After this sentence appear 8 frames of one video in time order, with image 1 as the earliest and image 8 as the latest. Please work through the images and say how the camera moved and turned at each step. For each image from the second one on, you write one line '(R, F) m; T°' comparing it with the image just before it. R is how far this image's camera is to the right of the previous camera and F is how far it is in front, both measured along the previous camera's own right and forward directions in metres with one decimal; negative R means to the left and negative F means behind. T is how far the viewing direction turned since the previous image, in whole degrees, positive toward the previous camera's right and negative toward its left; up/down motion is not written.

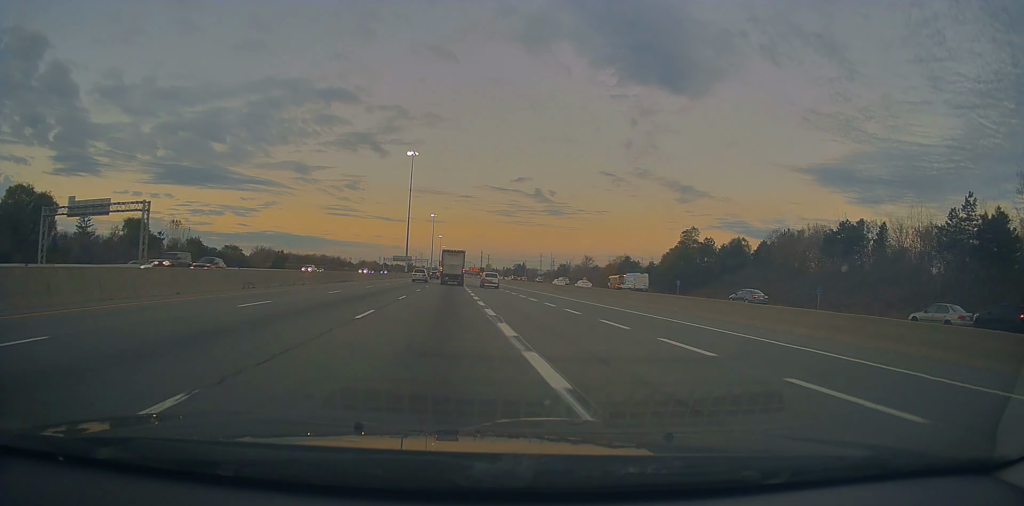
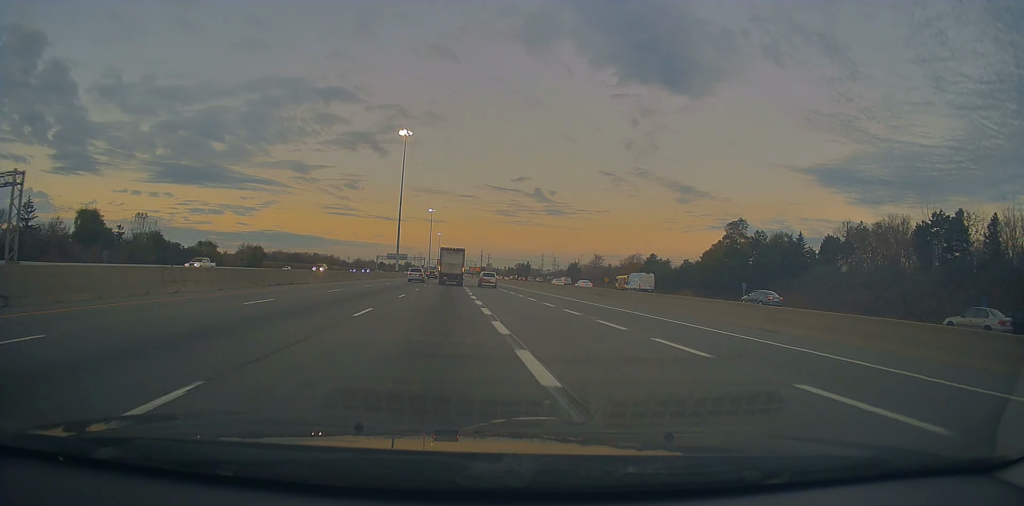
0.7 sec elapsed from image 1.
(0.0, +23.8) m; 0°
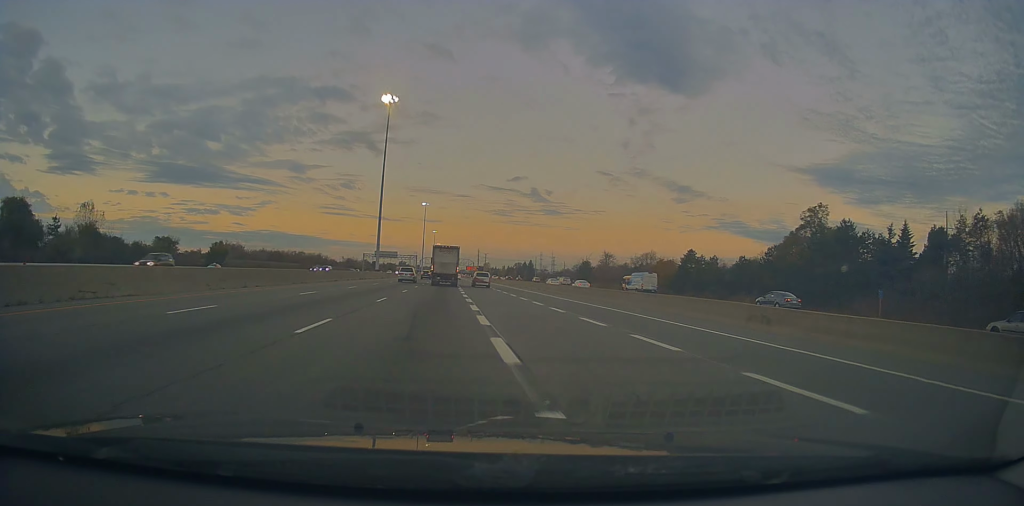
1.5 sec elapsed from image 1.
(0.0, +28.4) m; 0°
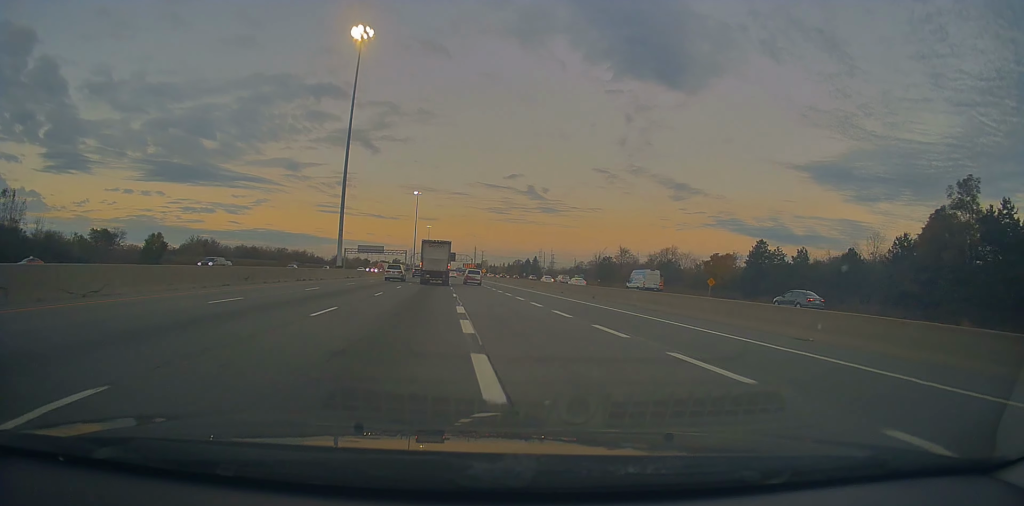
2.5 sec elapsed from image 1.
(+0.1, +32.8) m; +1°
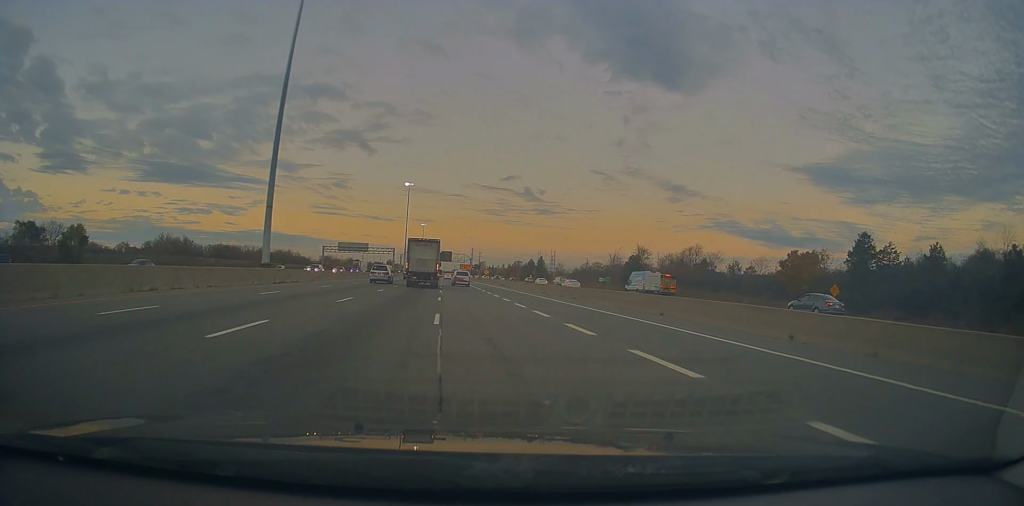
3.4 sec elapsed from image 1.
(+0.3, +29.2) m; 0°
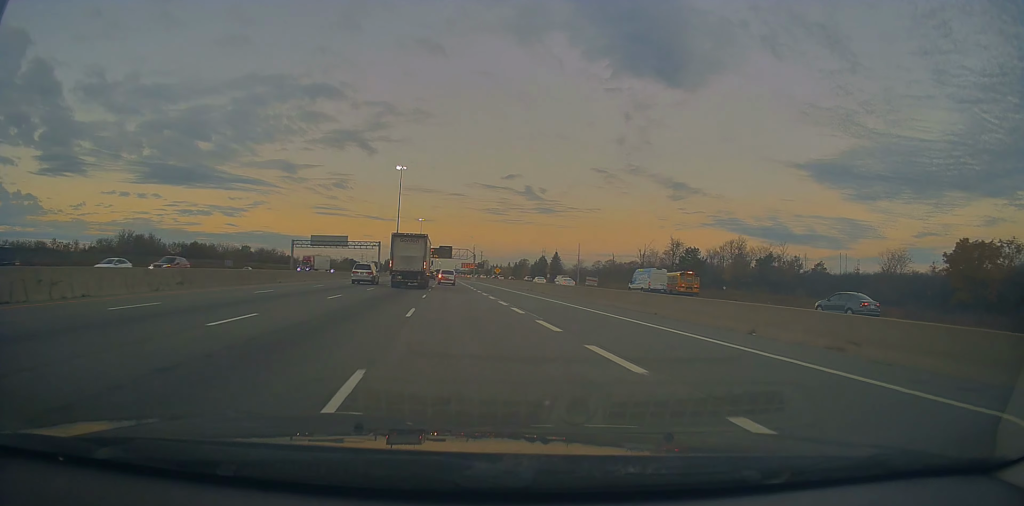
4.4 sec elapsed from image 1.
(-0.1, +34.7) m; -1°
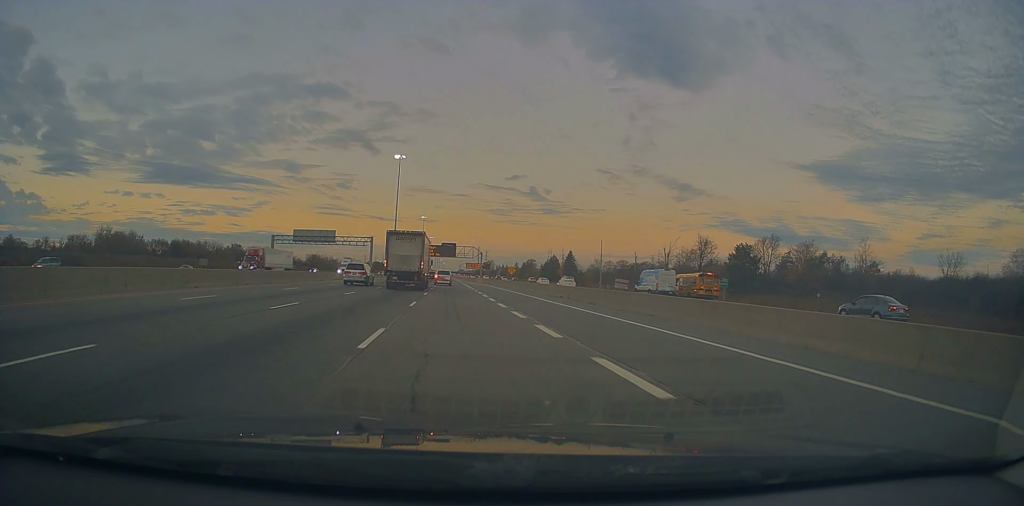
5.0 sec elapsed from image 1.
(-0.3, +19.1) m; 0°
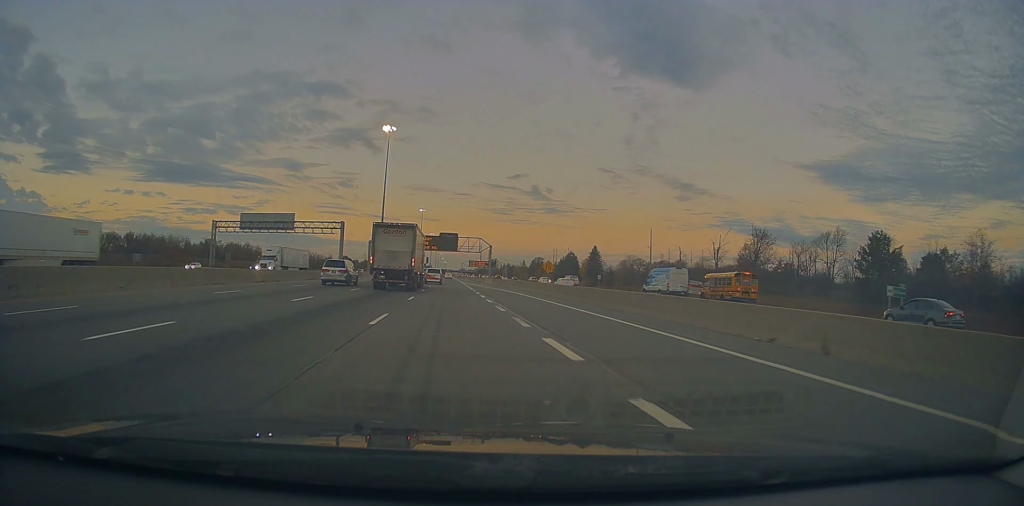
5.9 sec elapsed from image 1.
(-0.1, +32.6) m; 0°
